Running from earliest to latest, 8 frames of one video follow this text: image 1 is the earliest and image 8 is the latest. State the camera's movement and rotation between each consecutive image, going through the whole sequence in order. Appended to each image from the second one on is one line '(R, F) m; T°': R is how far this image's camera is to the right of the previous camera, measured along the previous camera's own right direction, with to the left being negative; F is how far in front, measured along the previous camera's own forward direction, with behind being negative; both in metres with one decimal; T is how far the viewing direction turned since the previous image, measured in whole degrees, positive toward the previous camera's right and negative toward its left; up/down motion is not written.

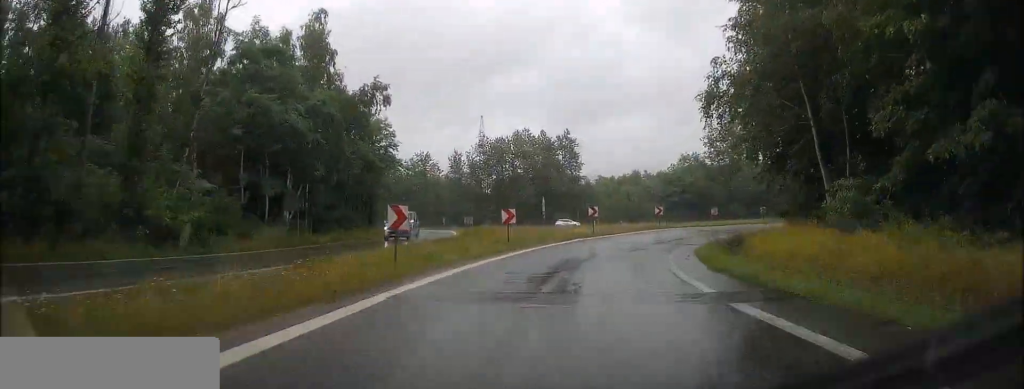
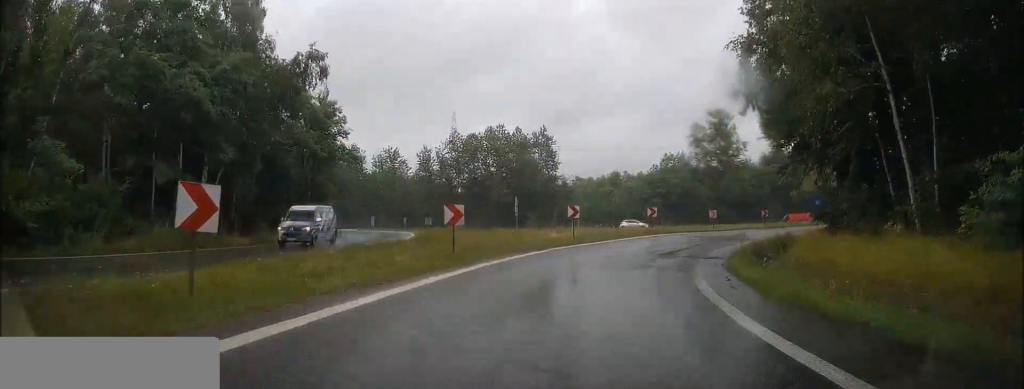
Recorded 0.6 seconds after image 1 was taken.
(-0.1, +8.1) m; +3°
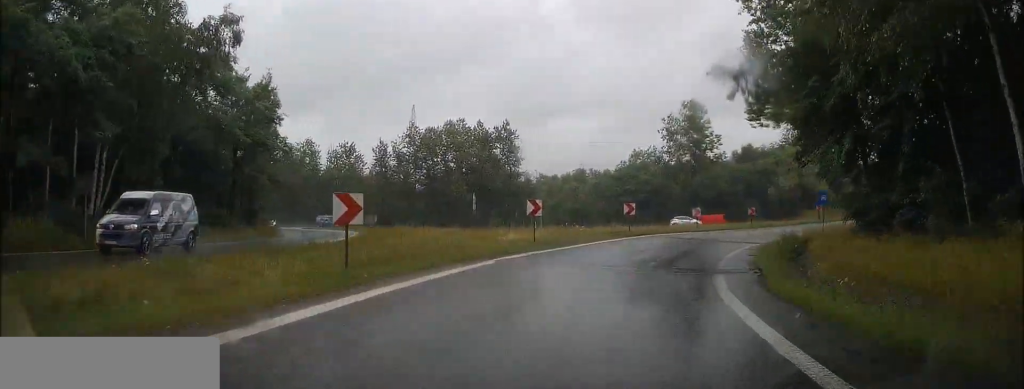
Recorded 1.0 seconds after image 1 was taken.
(+0.4, +6.4) m; +4°
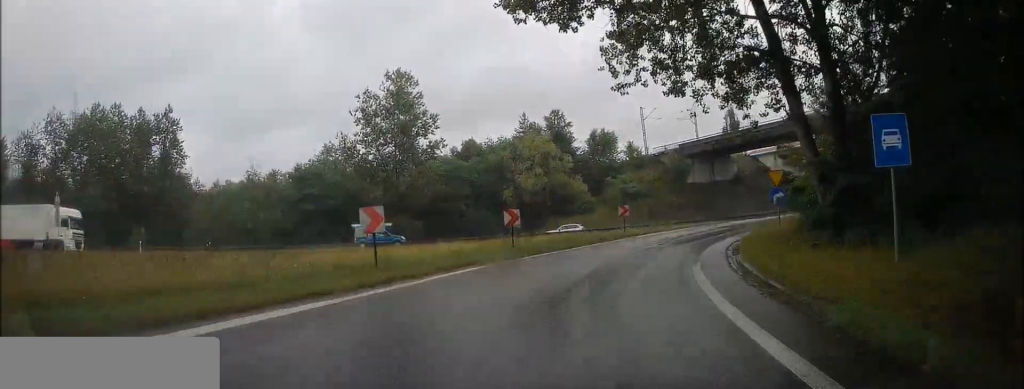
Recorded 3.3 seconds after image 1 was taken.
(+6.2, +28.6) m; +28°
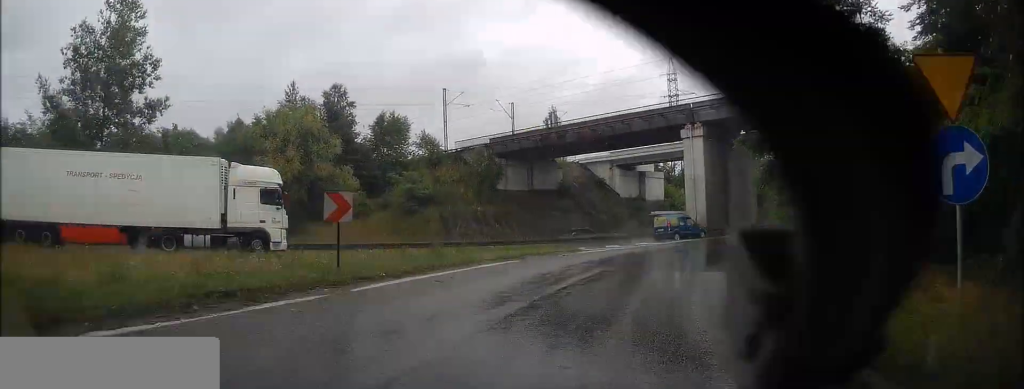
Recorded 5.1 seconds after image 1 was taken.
(+4.3, +23.0) m; +20°
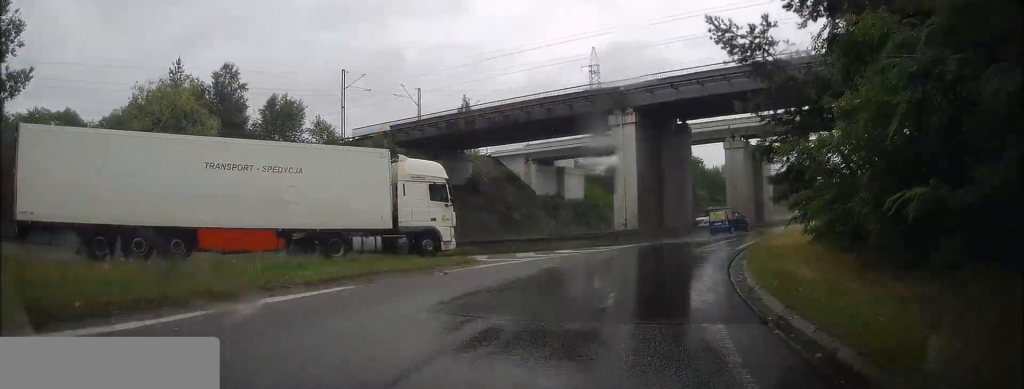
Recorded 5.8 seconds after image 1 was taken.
(+0.4, +8.5) m; +7°
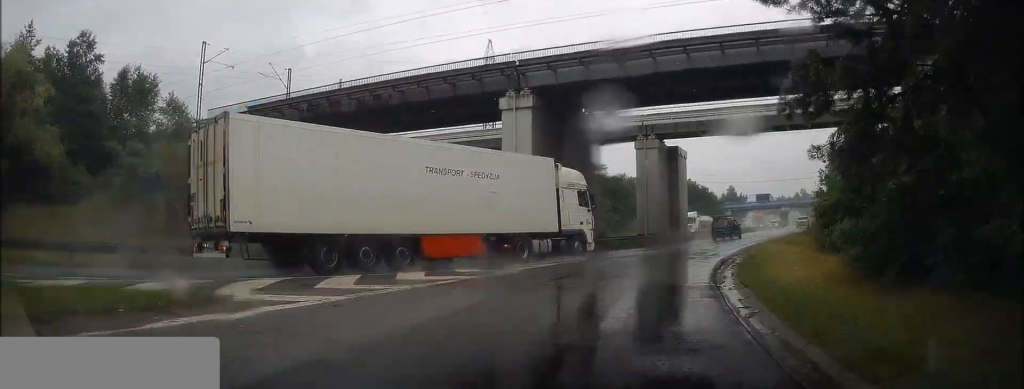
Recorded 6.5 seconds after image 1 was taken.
(+0.3, +9.0) m; +8°
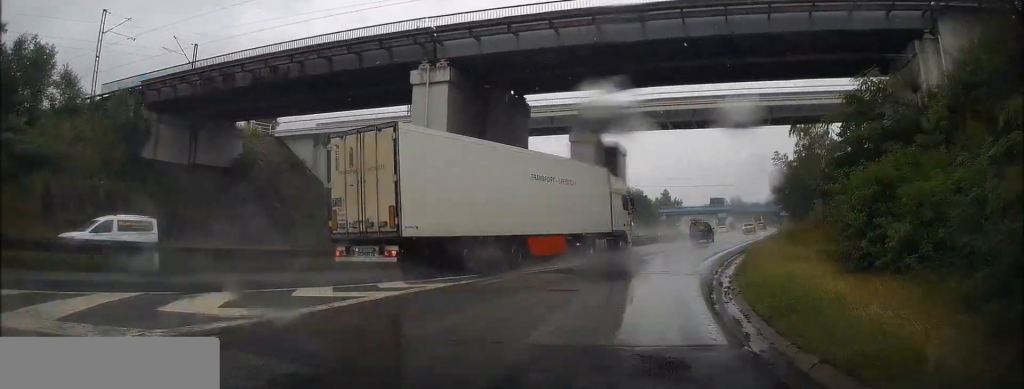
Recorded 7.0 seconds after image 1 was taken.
(+0.7, +6.8) m; +6°
